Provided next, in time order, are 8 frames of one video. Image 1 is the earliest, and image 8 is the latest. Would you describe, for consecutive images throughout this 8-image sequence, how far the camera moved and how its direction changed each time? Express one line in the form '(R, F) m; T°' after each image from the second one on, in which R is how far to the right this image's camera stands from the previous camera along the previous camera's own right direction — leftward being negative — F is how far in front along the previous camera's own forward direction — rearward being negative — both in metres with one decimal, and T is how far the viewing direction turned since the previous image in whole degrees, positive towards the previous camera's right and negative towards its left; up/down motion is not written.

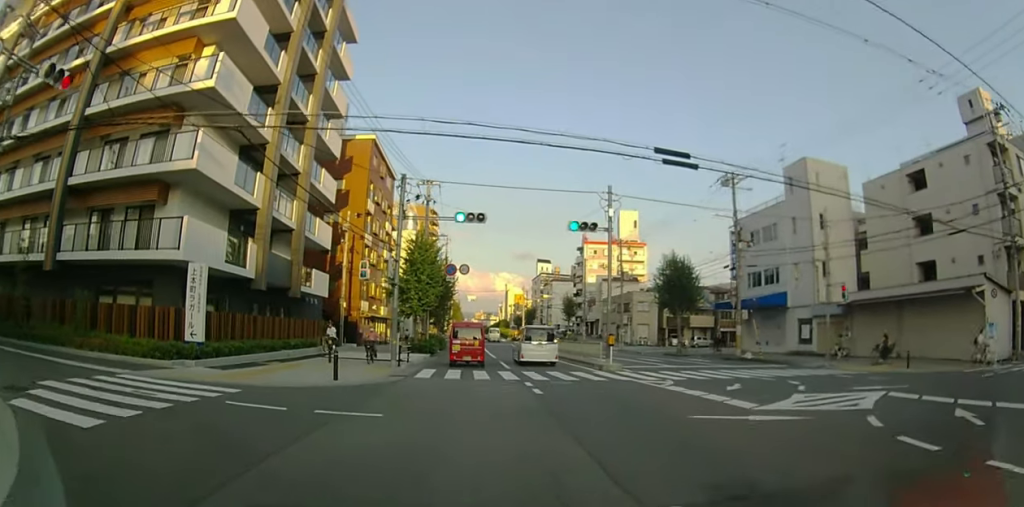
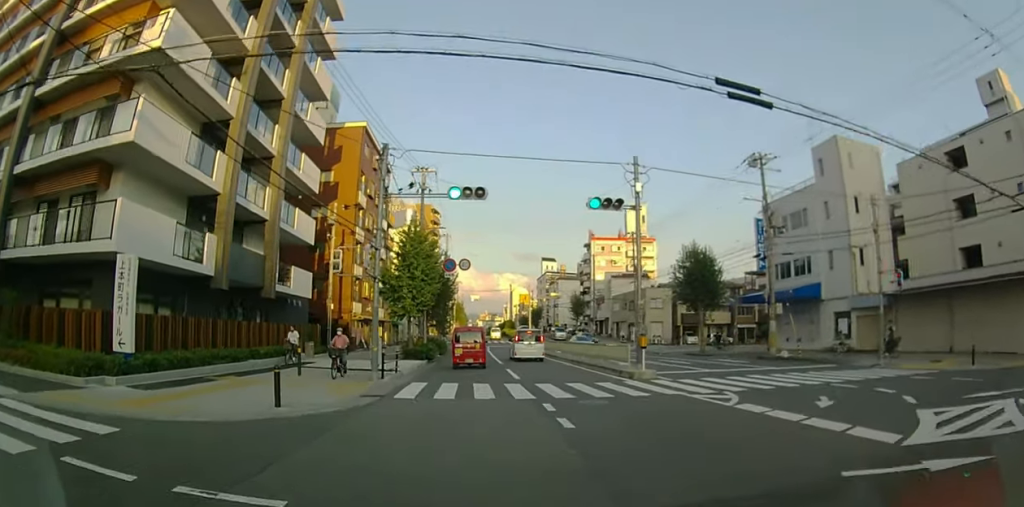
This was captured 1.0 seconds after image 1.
(0.0, +3.5) m; -1°
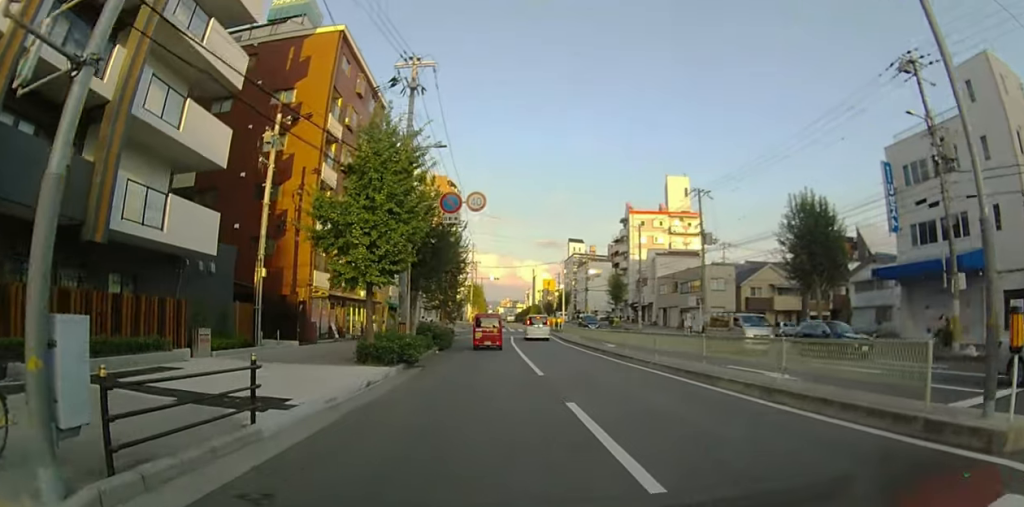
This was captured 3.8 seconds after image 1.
(-0.6, +12.9) m; -4°
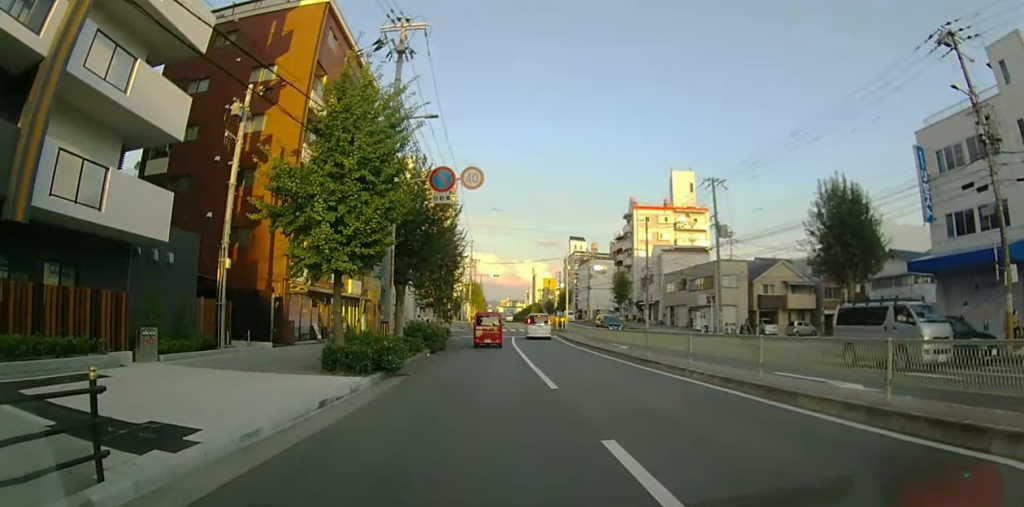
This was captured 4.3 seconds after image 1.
(0.0, +3.0) m; +1°
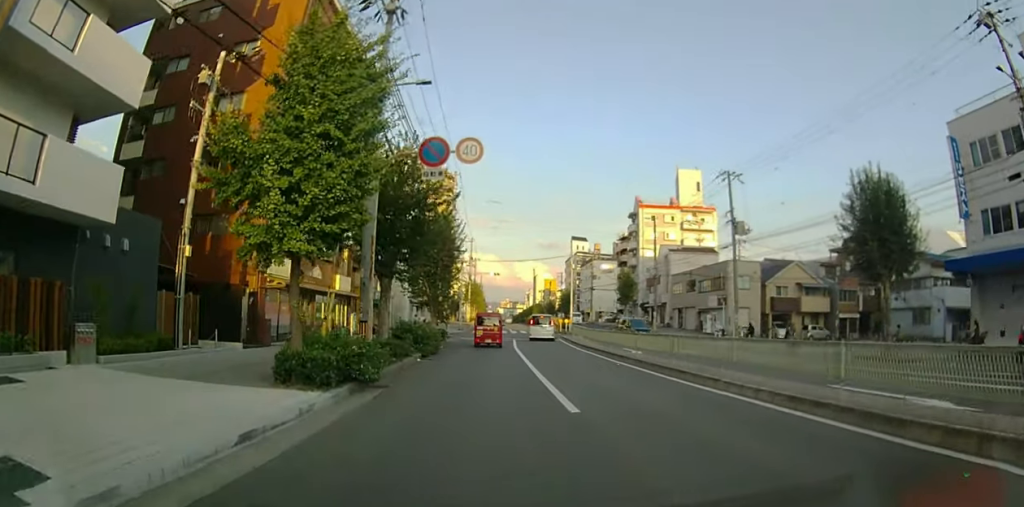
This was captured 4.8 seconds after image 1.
(0.0, +2.9) m; +1°
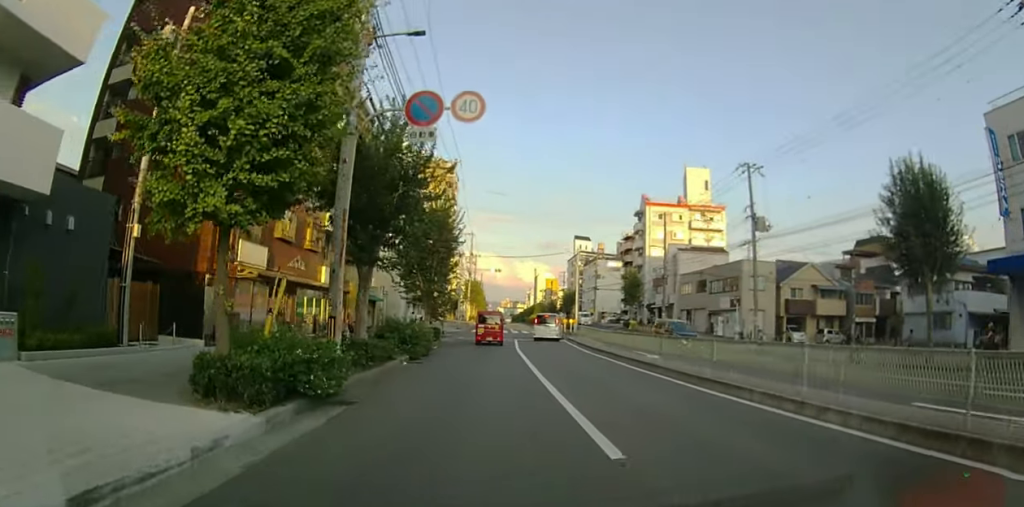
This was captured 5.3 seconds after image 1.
(+0.1, +2.8) m; +1°
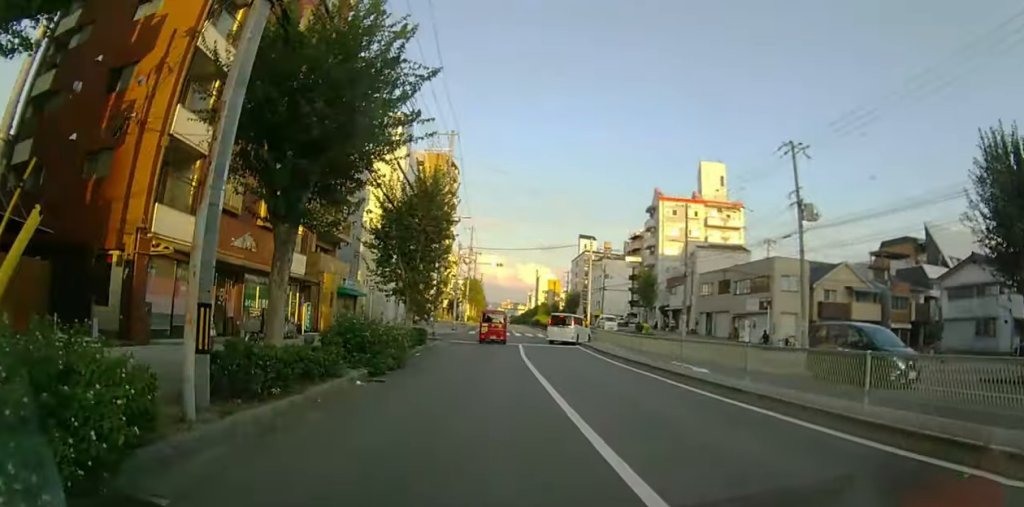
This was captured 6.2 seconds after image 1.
(+0.1, +5.5) m; +1°
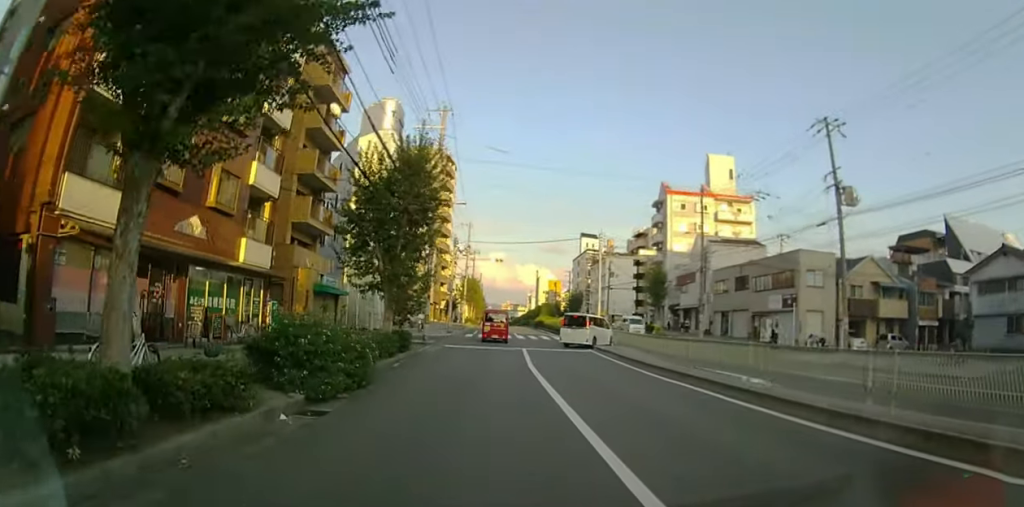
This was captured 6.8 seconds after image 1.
(0.0, +4.0) m; 0°
